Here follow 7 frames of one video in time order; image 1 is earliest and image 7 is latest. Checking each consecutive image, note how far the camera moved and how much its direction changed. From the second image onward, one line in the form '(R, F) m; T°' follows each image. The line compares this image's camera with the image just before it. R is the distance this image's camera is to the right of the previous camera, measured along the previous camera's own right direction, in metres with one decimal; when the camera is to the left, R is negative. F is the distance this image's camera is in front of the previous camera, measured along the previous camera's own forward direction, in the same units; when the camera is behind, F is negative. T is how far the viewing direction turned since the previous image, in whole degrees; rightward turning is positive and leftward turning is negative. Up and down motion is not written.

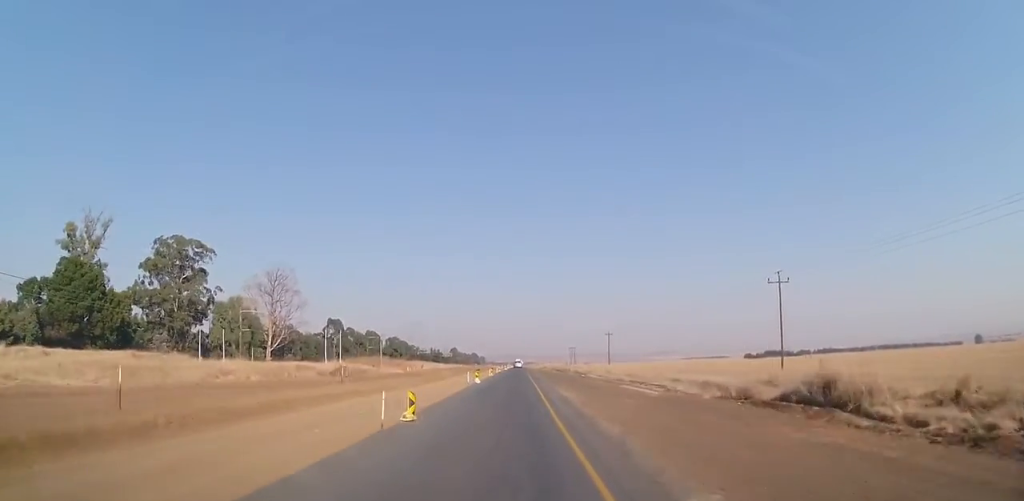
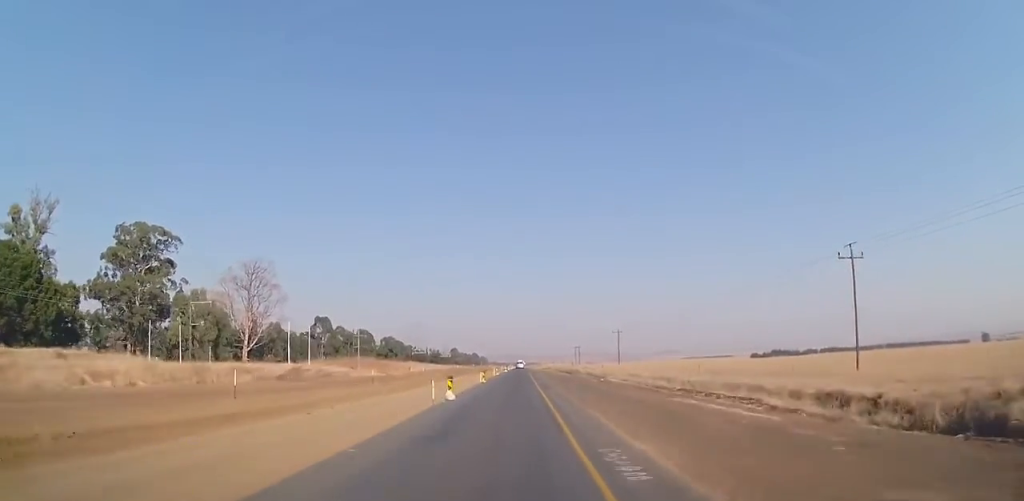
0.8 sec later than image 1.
(0.0, +13.3) m; 0°
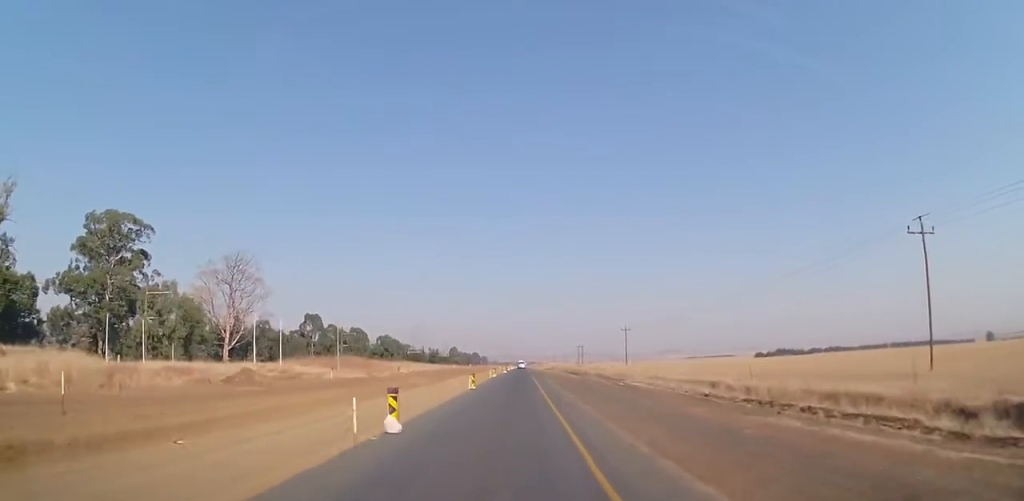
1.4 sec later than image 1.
(0.0, +9.1) m; 0°
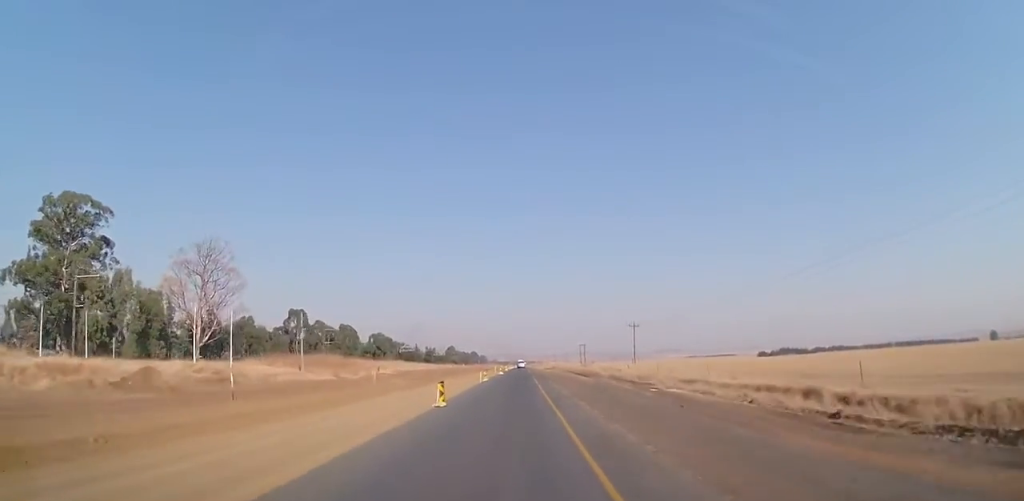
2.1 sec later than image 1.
(0.0, +11.4) m; 0°
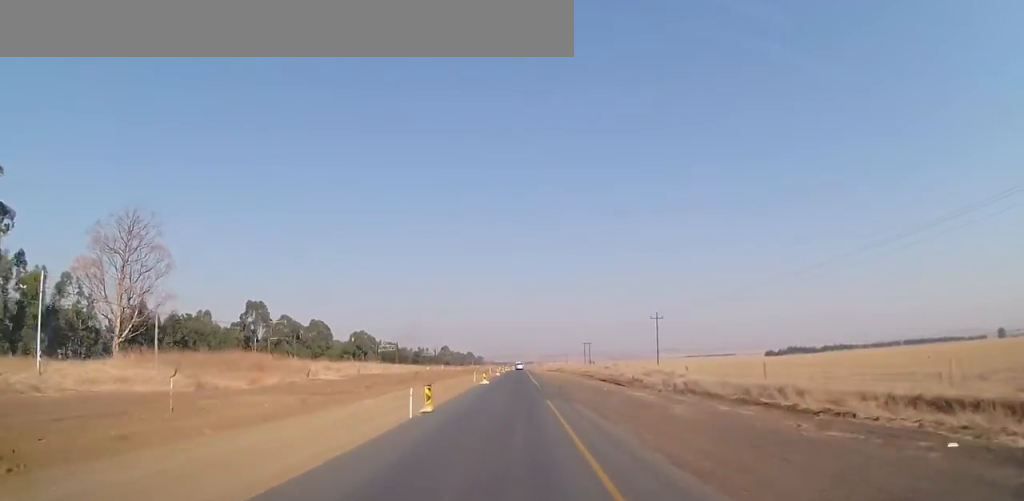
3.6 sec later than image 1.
(0.0, +24.7) m; 0°
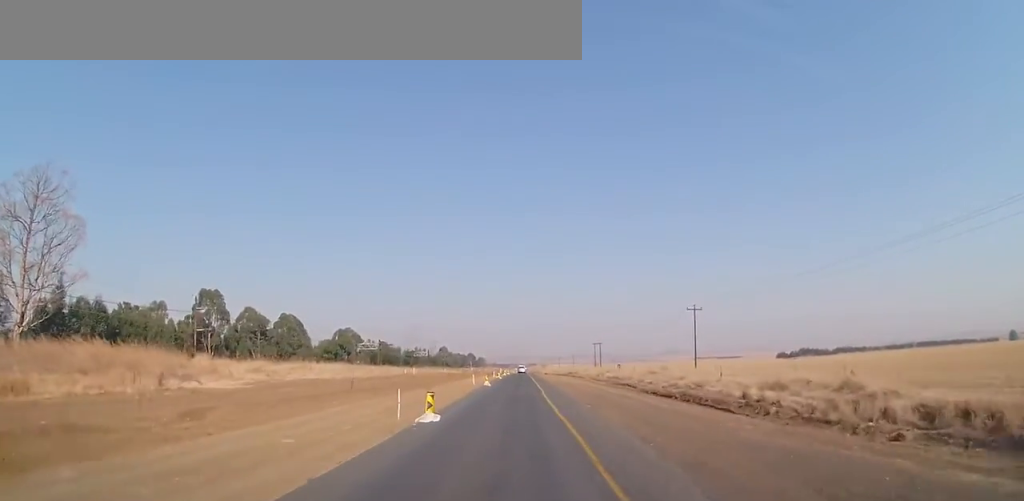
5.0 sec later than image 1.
(0.0, +22.8) m; 0°
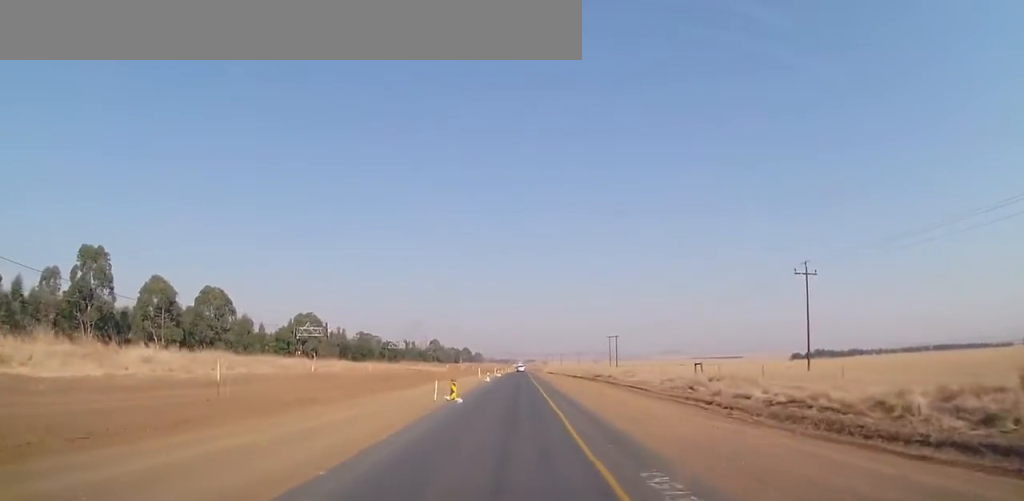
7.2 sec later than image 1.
(0.0, +35.7) m; 0°
